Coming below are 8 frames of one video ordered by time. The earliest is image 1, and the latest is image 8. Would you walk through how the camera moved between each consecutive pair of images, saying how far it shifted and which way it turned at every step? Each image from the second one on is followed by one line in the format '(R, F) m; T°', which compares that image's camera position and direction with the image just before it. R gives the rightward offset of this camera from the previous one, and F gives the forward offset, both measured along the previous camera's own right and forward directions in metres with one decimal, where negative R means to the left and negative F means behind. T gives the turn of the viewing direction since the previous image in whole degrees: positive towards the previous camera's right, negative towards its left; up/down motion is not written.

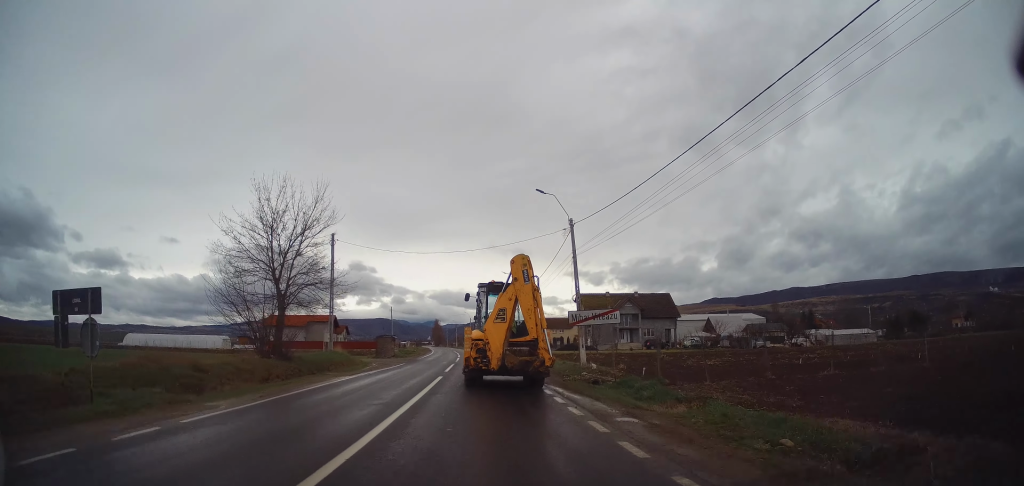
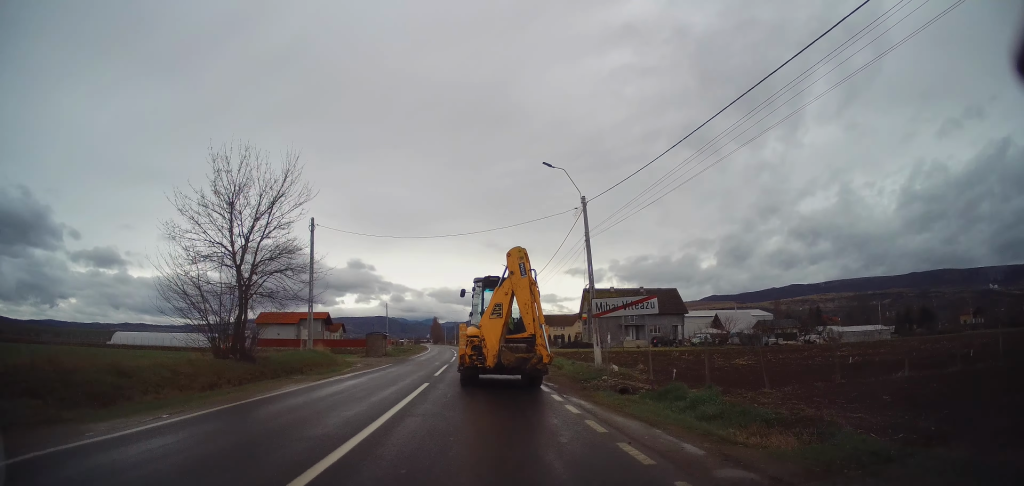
(-0.1, +4.3) m; -2°
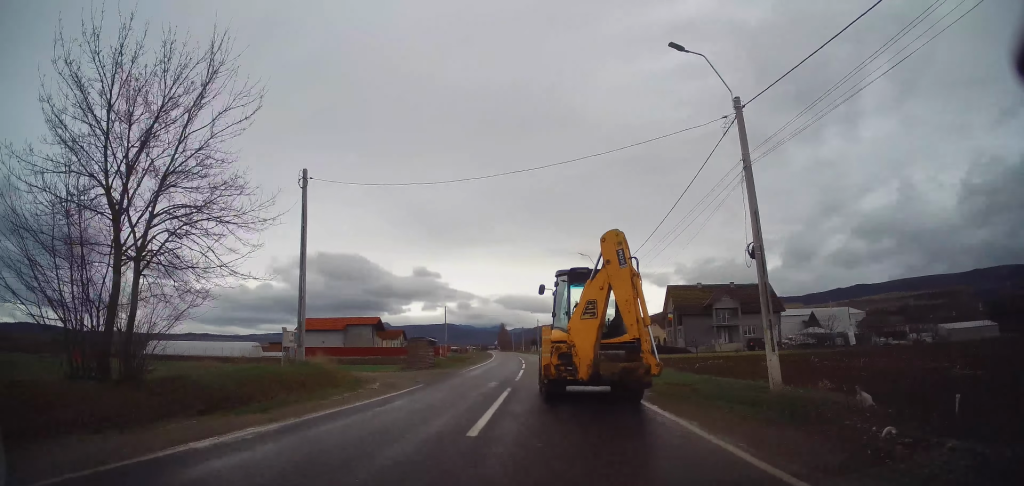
(-0.4, +11.5) m; -5°
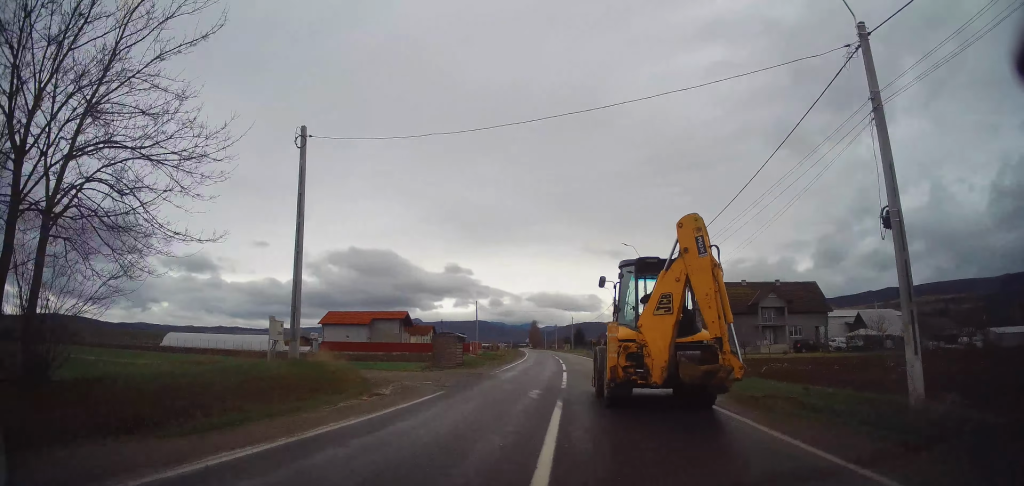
(-0.2, +4.3) m; -2°
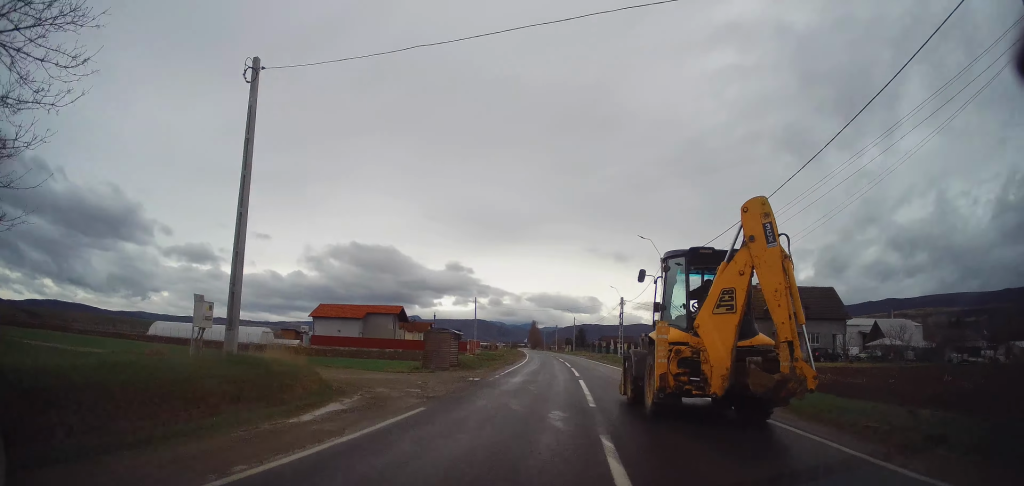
(-0.1, +4.4) m; -1°
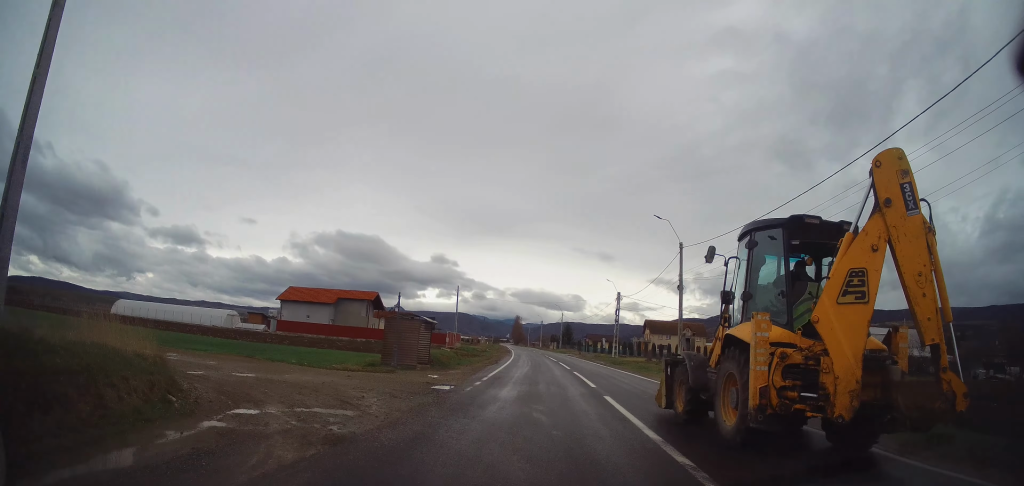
(-0.1, +6.9) m; +1°
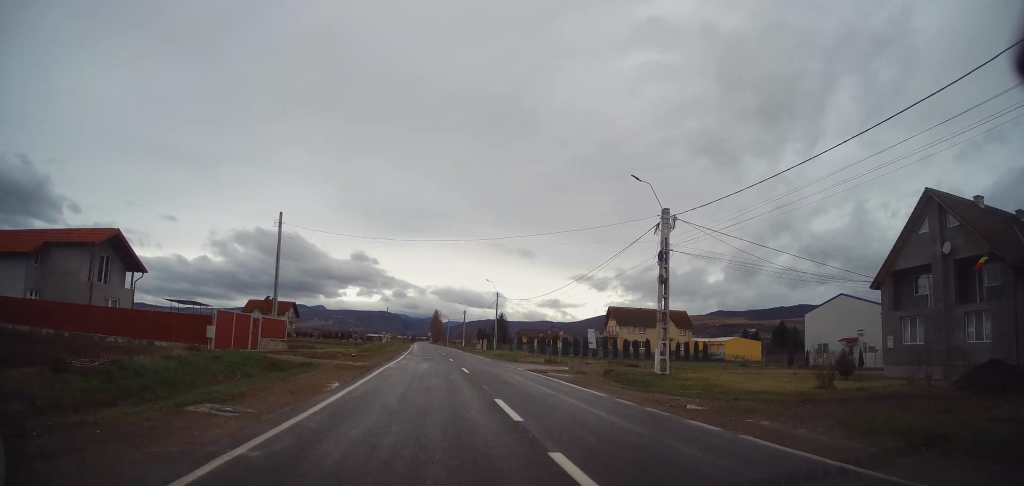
(+3.1, +41.5) m; +5°
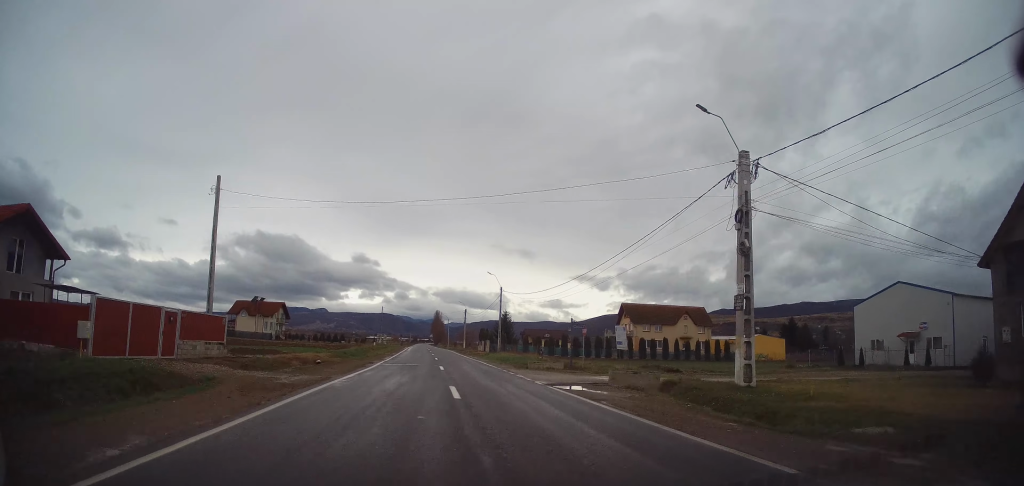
(+0.1, +8.8) m; 0°
